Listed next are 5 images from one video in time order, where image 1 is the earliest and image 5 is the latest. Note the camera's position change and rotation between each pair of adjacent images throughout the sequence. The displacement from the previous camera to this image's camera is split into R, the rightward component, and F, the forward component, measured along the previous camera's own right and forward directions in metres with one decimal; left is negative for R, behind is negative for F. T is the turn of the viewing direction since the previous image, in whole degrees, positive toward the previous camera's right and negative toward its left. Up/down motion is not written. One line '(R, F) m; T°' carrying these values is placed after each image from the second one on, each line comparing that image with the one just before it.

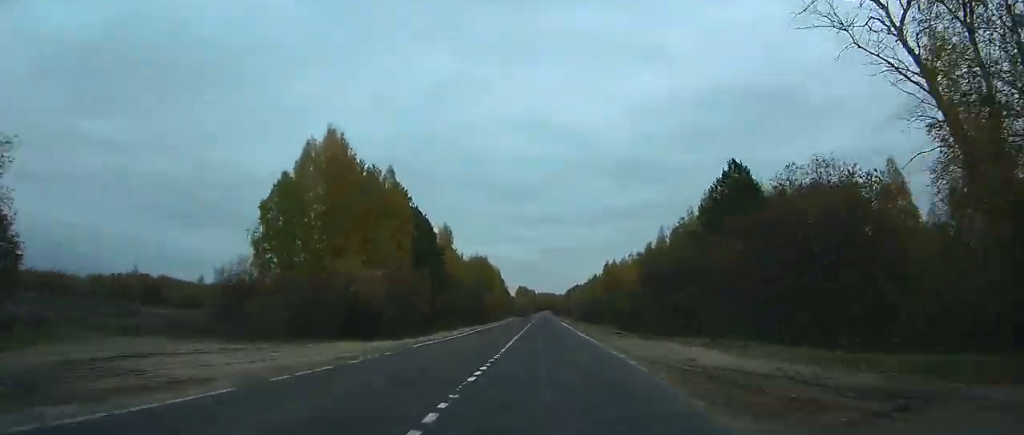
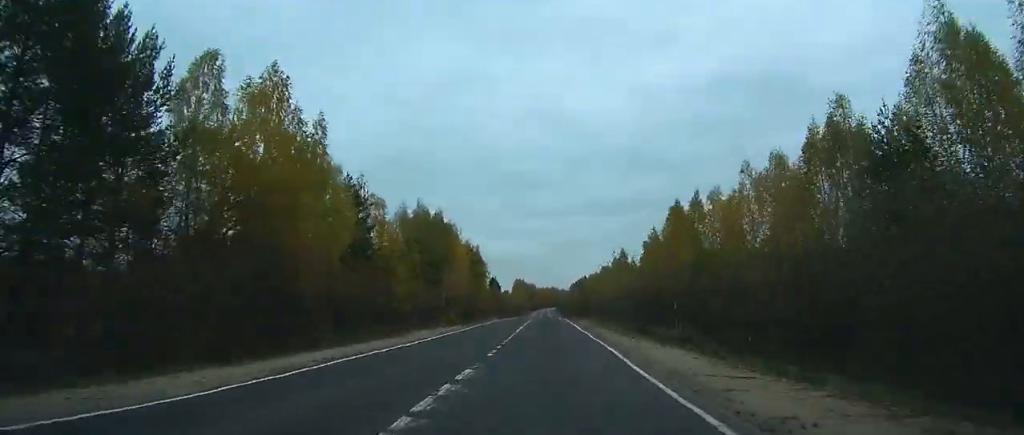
(-0.4, +75.5) m; -1°
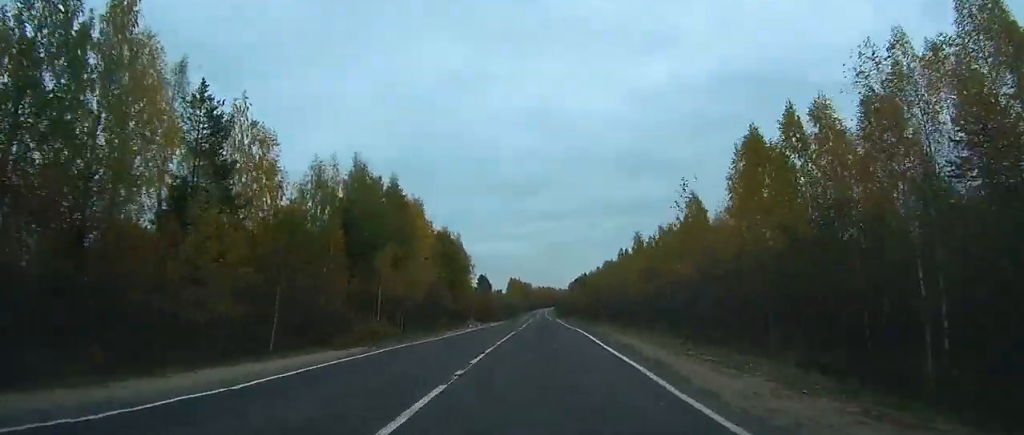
(0.0, +27.0) m; 0°
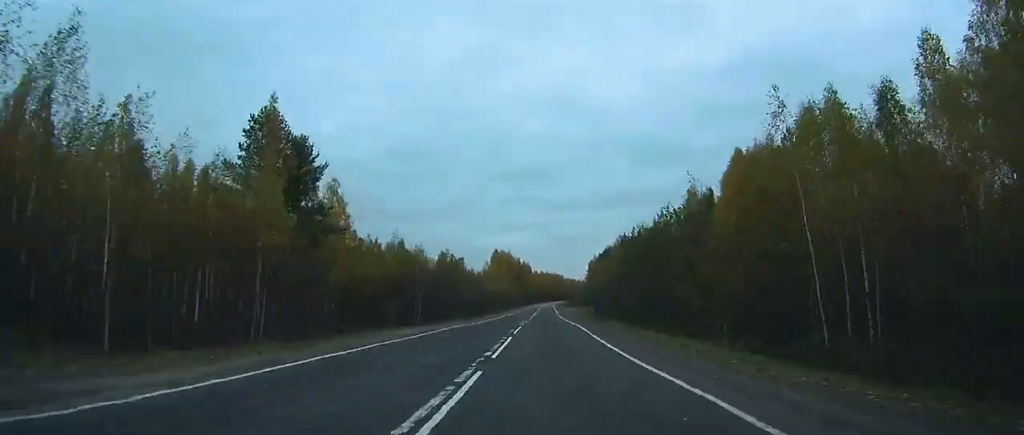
(-0.3, +152.7) m; 0°
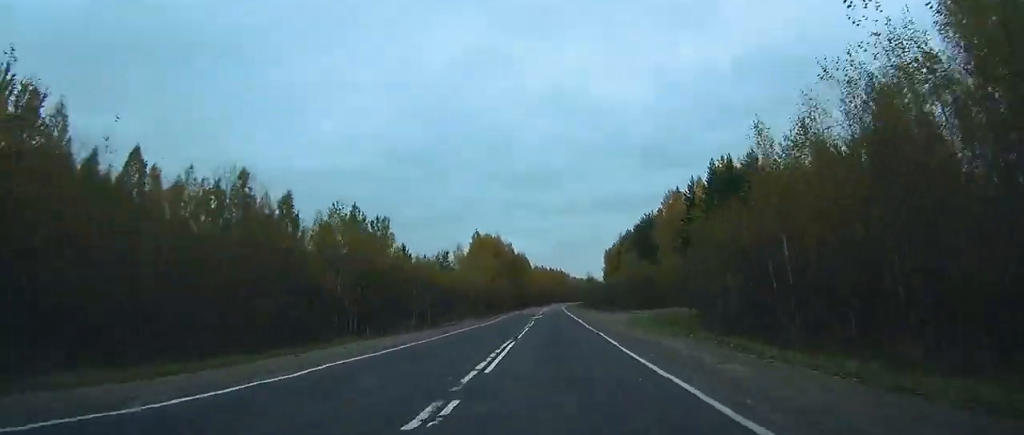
(+0.2, +75.8) m; 0°
